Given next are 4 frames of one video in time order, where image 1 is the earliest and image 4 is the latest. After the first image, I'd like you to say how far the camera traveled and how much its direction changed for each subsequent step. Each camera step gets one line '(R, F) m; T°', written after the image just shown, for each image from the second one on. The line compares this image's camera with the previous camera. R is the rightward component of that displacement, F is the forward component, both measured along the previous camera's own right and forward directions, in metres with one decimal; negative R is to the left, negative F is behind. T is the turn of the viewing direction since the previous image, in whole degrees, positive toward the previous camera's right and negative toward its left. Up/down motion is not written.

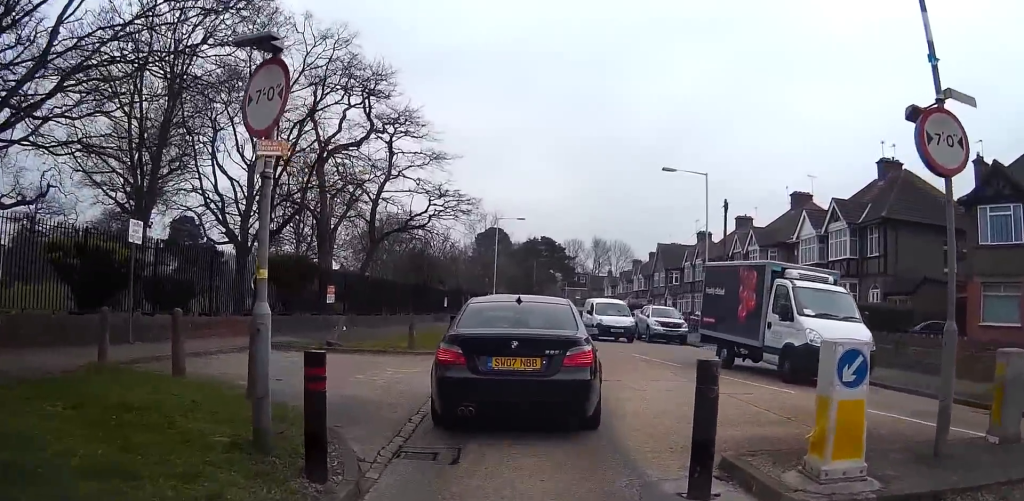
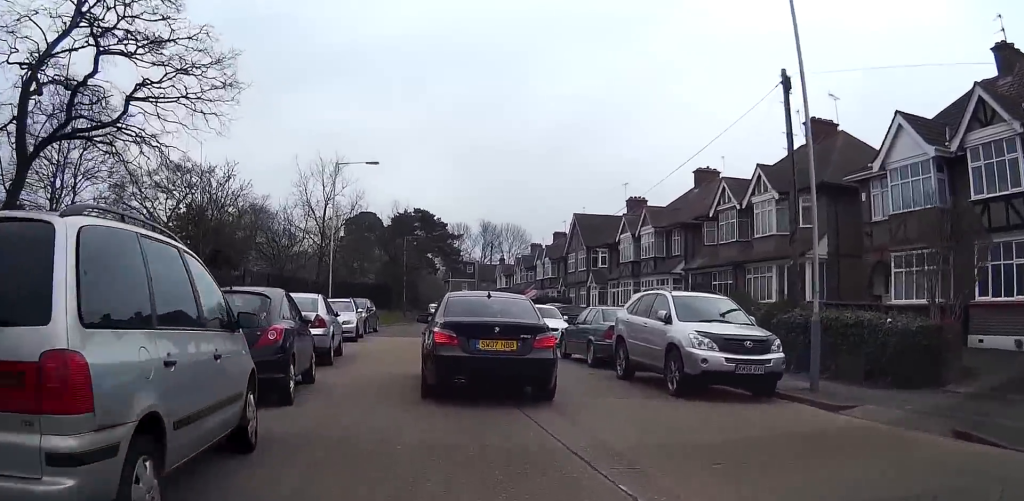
(+2.1, +19.5) m; +8°
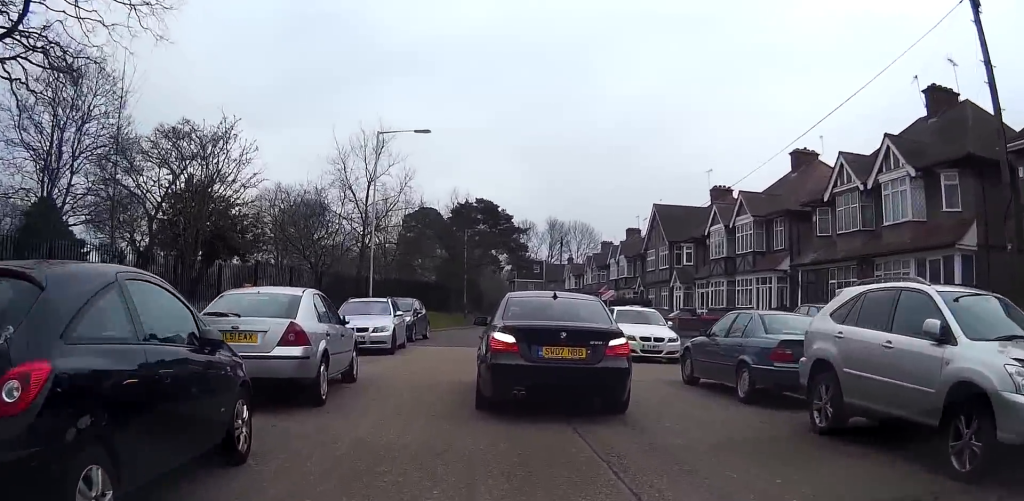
(0.0, +6.3) m; -1°
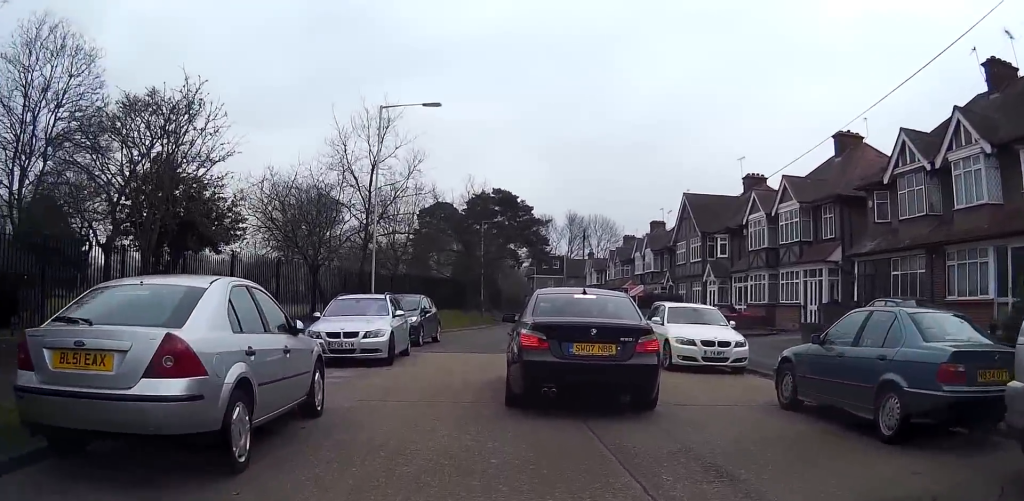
(-0.1, +4.2) m; -2°
